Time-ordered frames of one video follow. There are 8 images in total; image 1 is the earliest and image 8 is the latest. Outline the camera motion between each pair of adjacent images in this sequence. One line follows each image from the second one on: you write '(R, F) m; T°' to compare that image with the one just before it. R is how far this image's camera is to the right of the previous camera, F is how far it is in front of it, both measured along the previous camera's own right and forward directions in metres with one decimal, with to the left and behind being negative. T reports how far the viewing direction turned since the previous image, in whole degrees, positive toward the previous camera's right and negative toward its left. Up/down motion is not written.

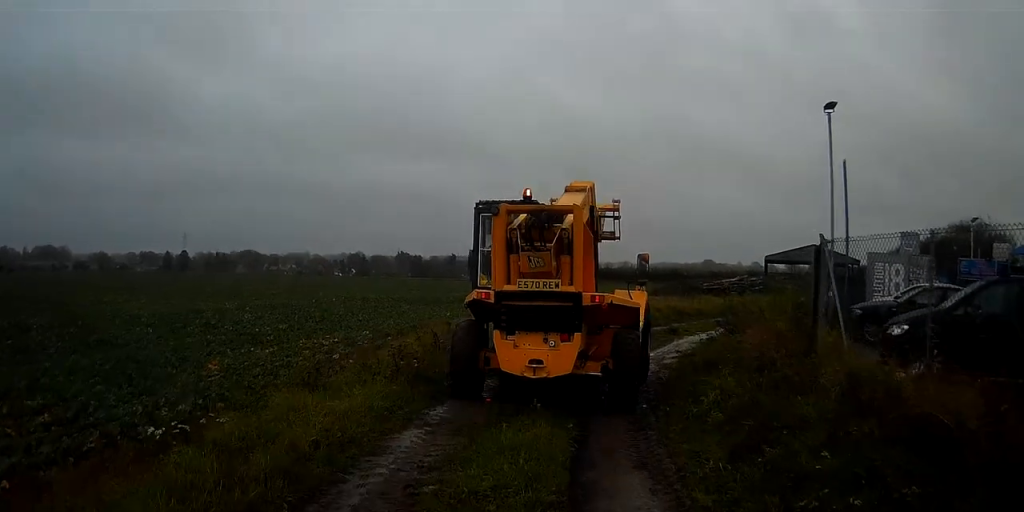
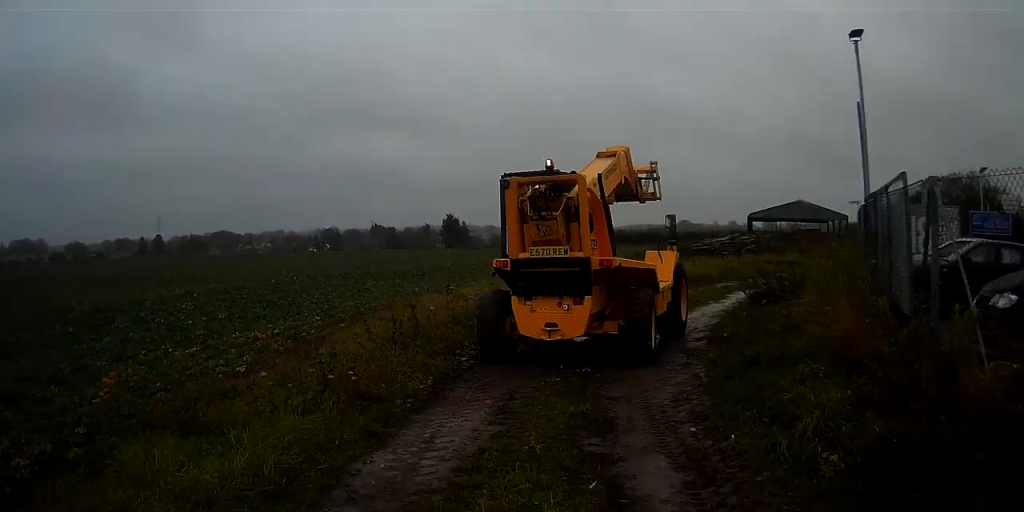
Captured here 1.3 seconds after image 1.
(-0.1, +3.1) m; -4°
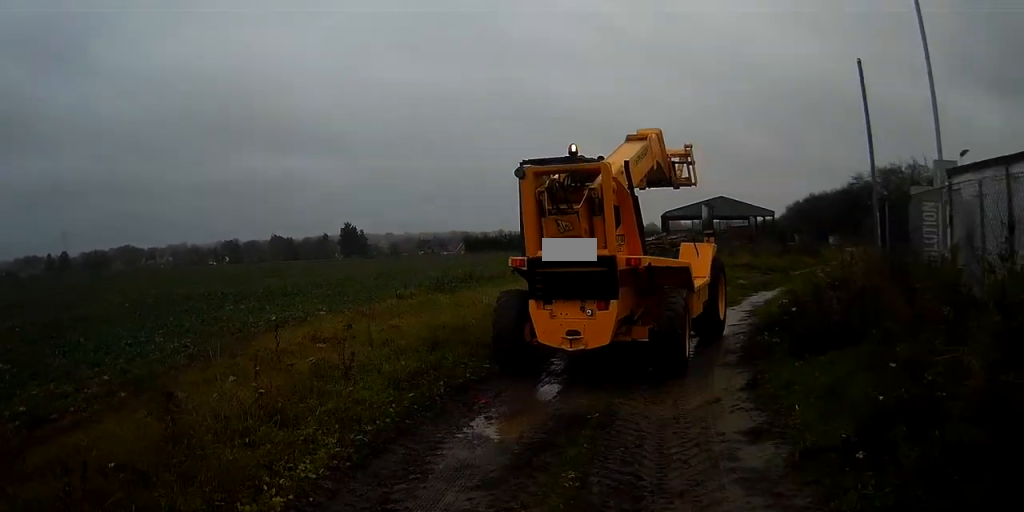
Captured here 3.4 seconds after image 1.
(-0.2, +5.8) m; +2°
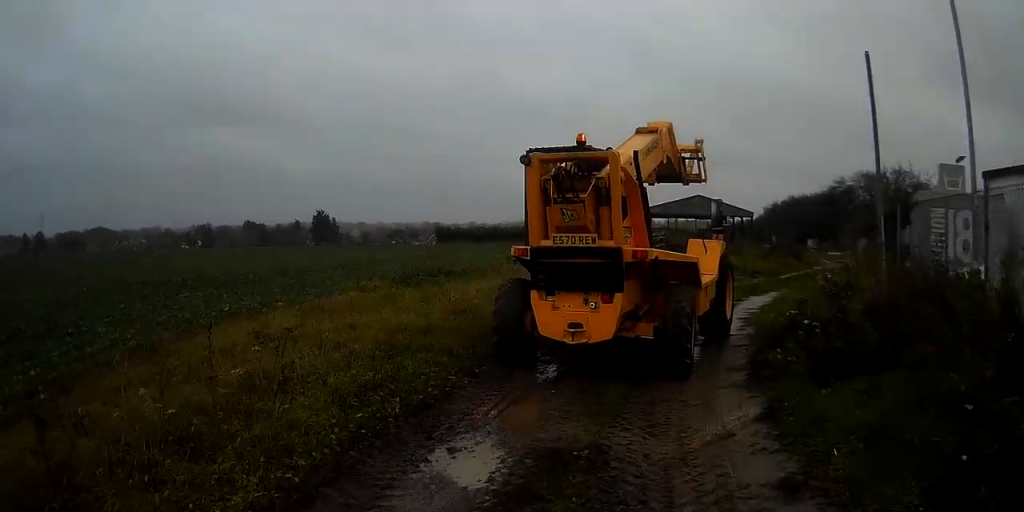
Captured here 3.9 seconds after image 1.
(0.0, +1.3) m; +2°
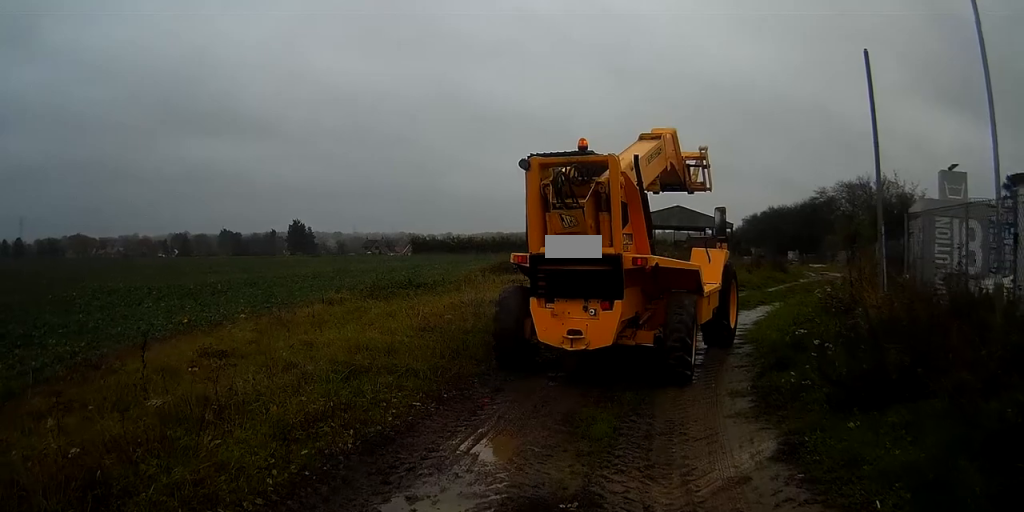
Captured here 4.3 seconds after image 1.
(+0.1, +1.0) m; 0°
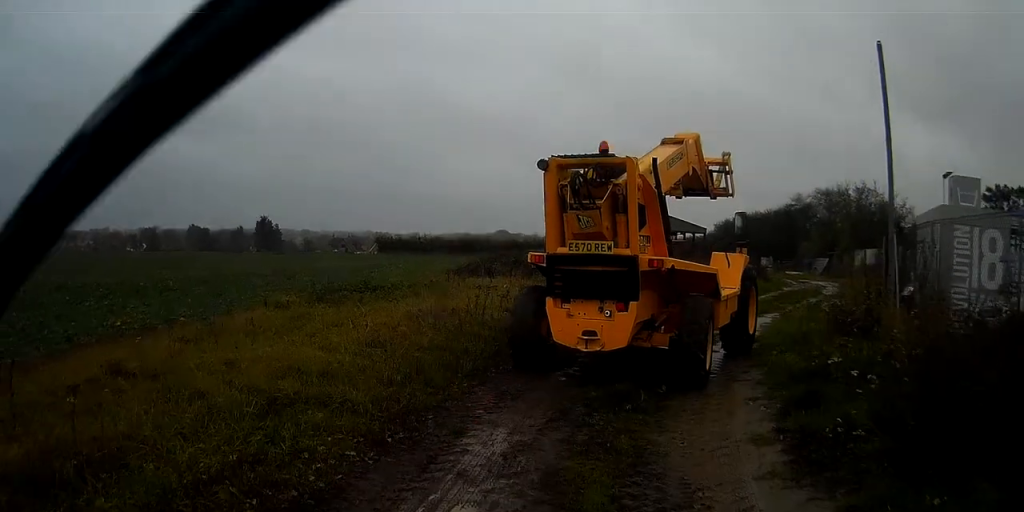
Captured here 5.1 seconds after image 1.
(0.0, +1.7) m; +2°
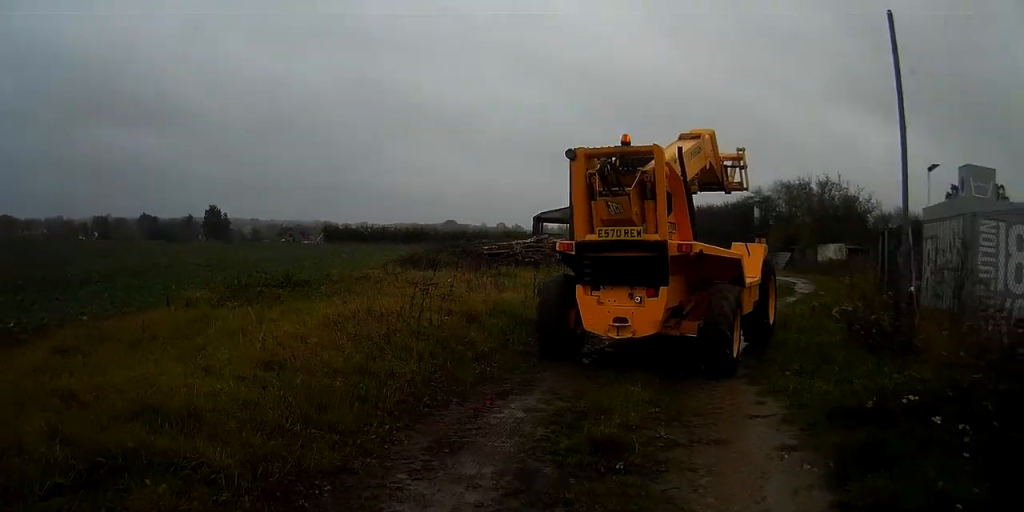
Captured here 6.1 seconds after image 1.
(-0.1, +1.9) m; +6°
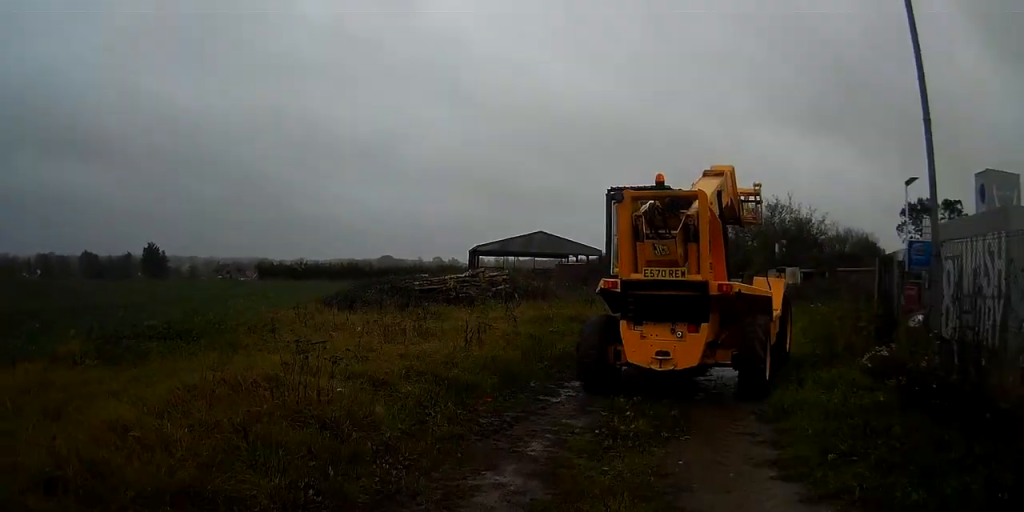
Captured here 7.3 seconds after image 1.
(+0.3, +2.3) m; +13°
